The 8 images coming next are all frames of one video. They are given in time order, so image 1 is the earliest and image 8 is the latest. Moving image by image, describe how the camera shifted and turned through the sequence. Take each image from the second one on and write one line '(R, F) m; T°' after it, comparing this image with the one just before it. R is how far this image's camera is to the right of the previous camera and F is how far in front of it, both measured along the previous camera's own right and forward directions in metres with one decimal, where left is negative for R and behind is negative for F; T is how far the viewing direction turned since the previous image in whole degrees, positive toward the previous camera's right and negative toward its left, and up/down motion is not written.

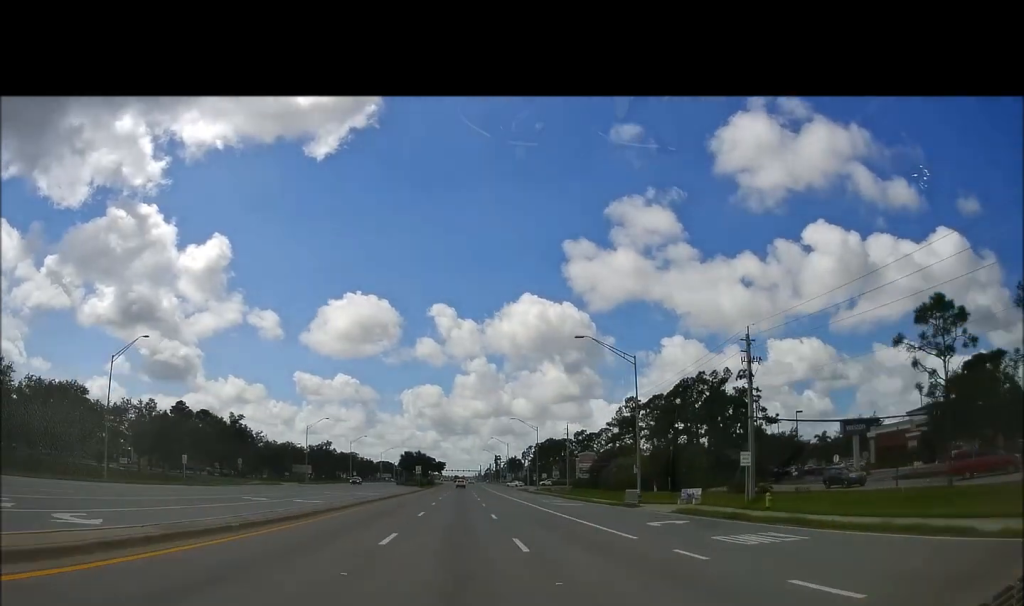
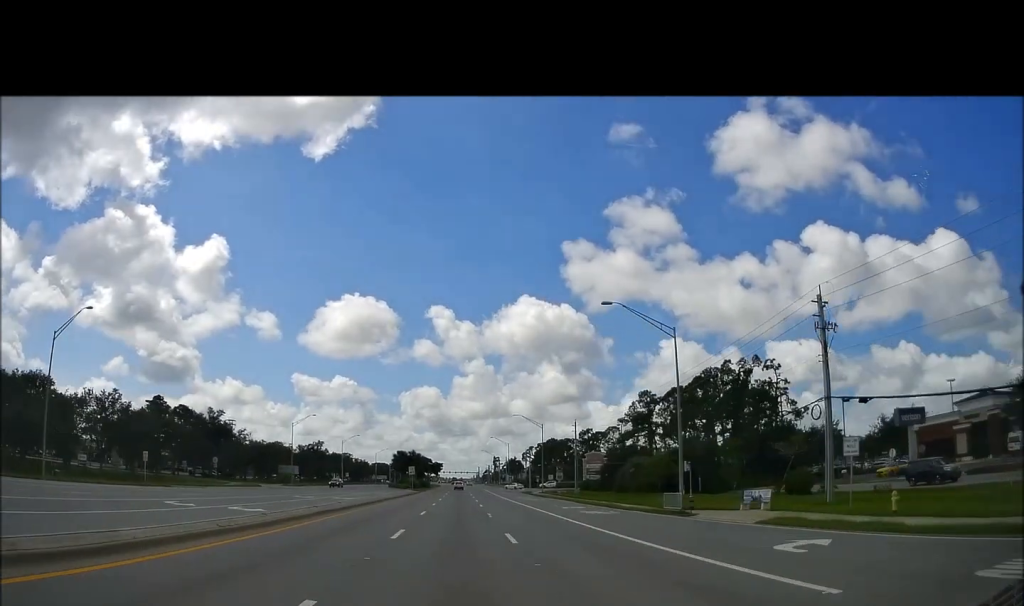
(+0.1, +9.3) m; 0°
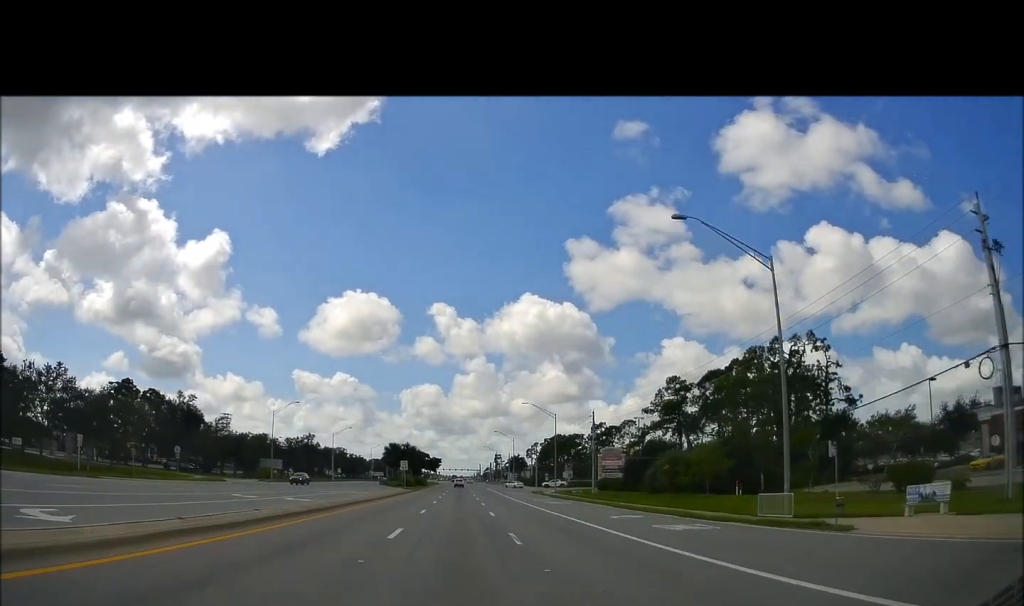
(0.0, +12.3) m; -1°
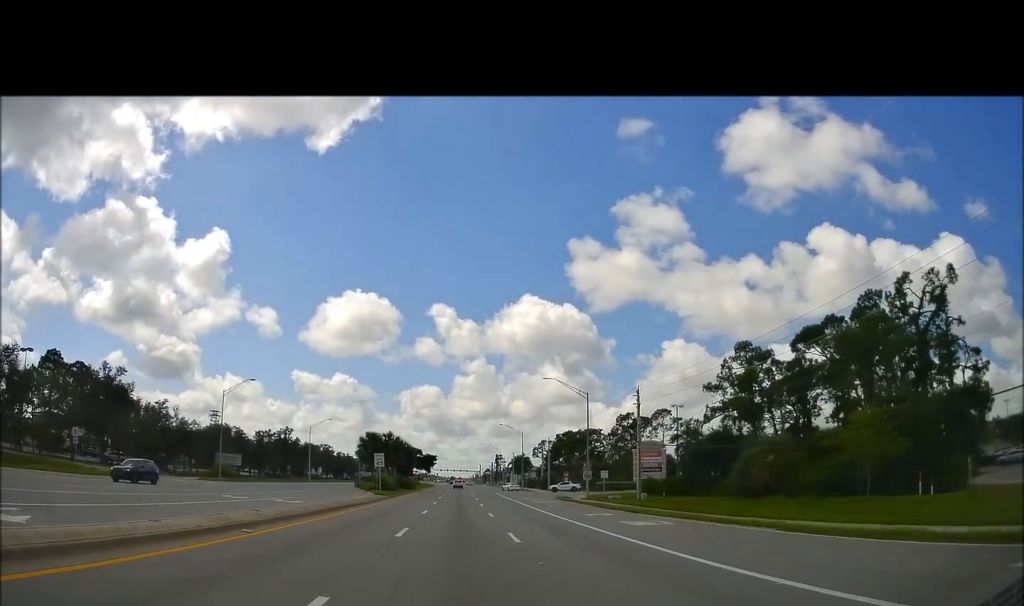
(-0.3, +21.1) m; -1°
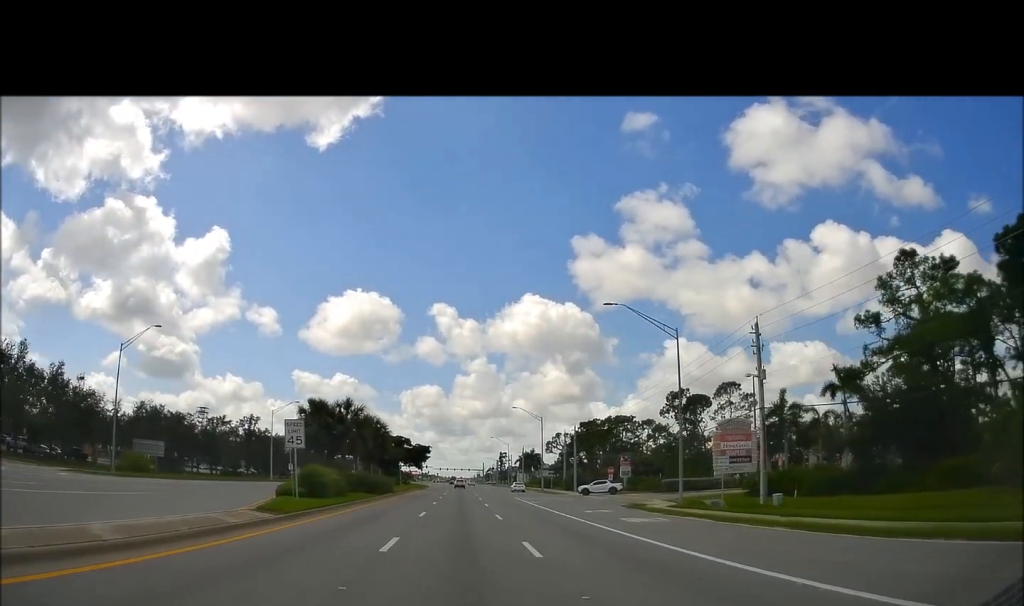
(+0.2, +24.0) m; 0°
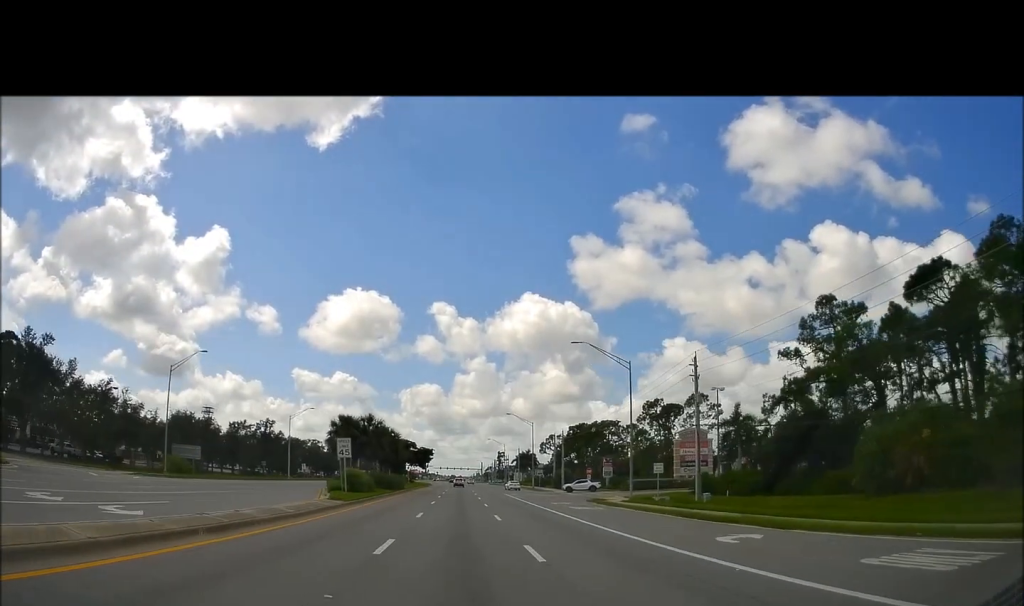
(0.0, +6.6) m; 0°
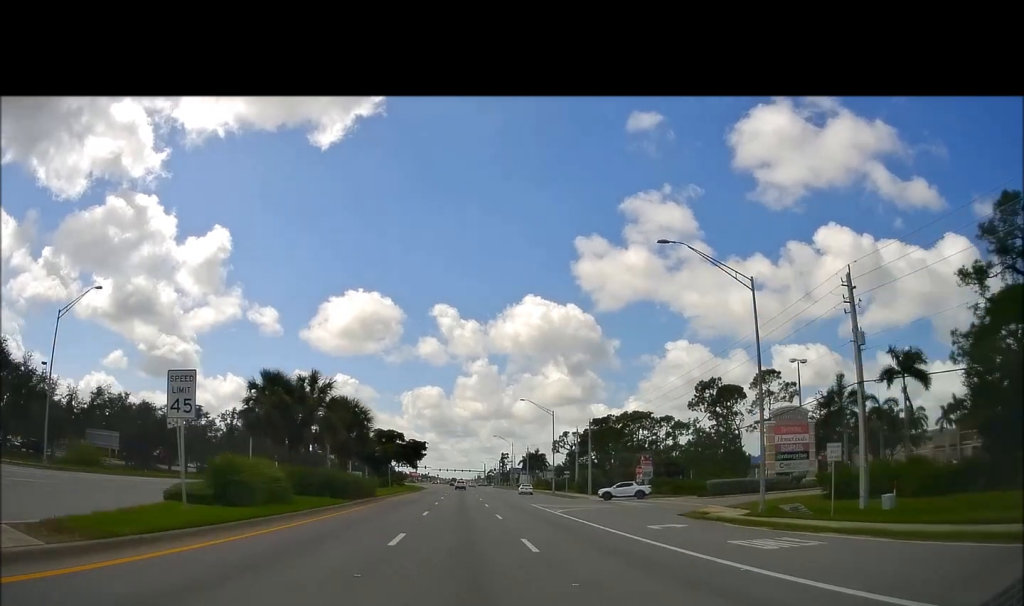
(-0.3, +20.7) m; -1°
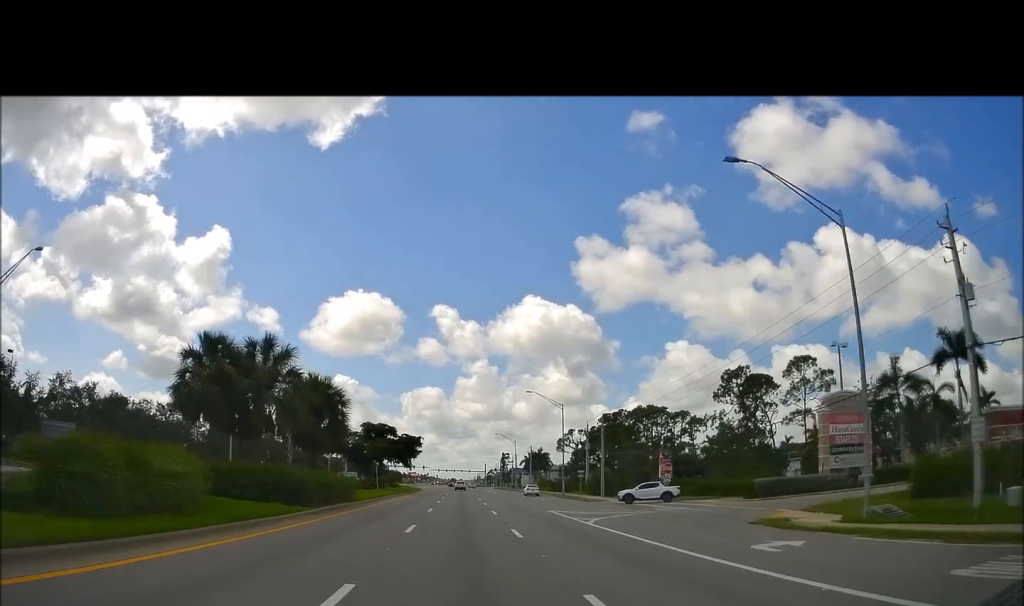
(0.0, +8.1) m; 0°
